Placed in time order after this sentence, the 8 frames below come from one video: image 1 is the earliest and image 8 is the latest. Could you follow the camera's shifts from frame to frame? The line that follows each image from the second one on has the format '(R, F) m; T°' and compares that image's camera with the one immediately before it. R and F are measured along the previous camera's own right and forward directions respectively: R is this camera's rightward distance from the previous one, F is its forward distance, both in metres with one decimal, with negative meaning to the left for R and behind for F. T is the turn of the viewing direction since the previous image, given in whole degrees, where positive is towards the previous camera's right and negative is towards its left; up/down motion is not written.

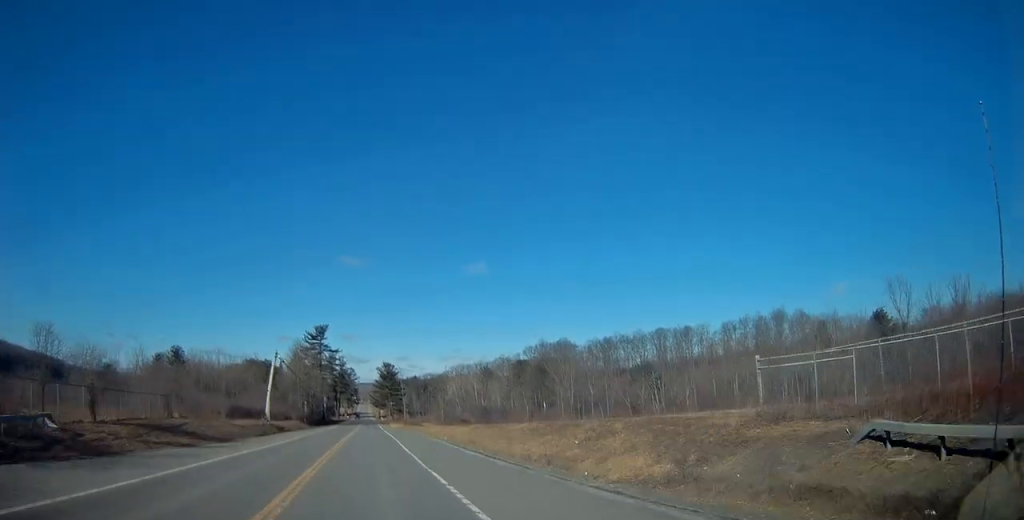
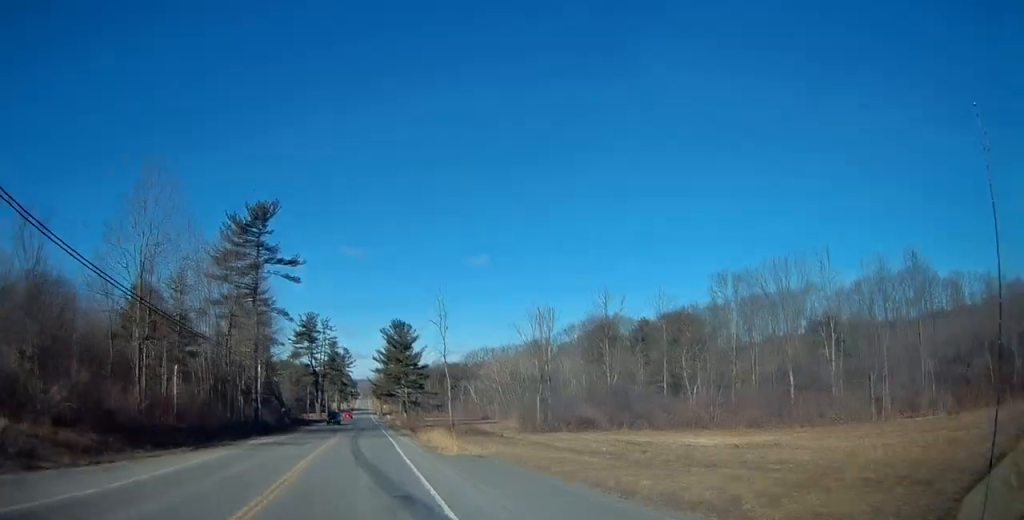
(+0.5, +71.6) m; +1°
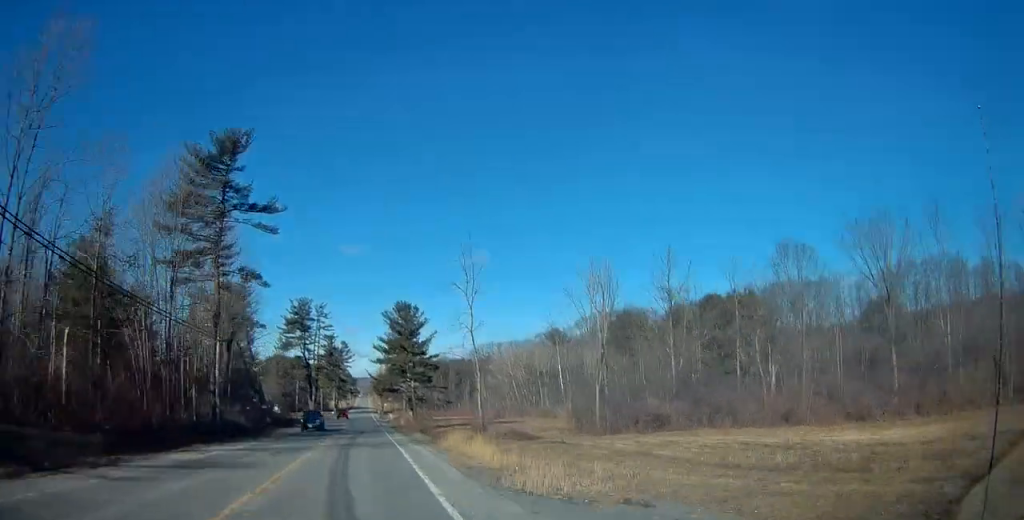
(+0.1, +14.4) m; 0°
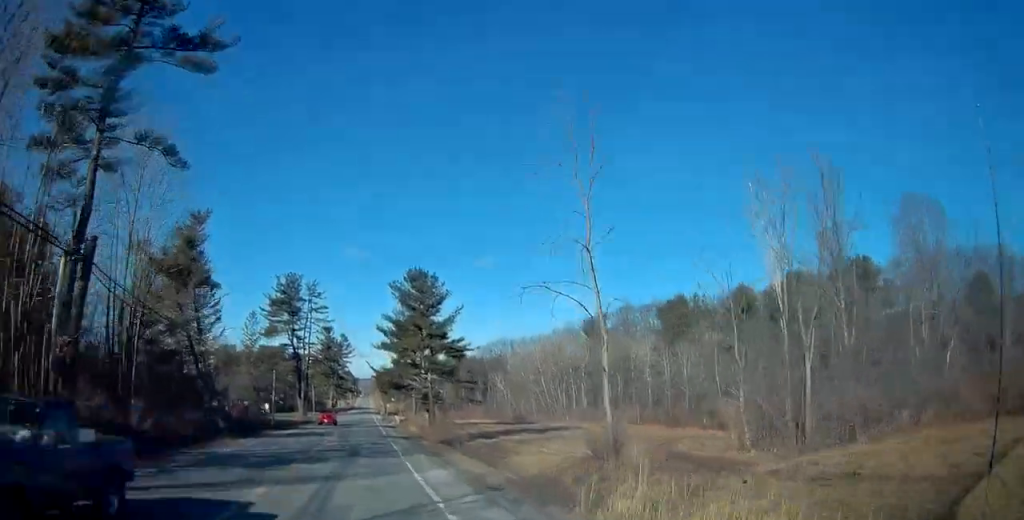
(0.0, +21.1) m; -1°
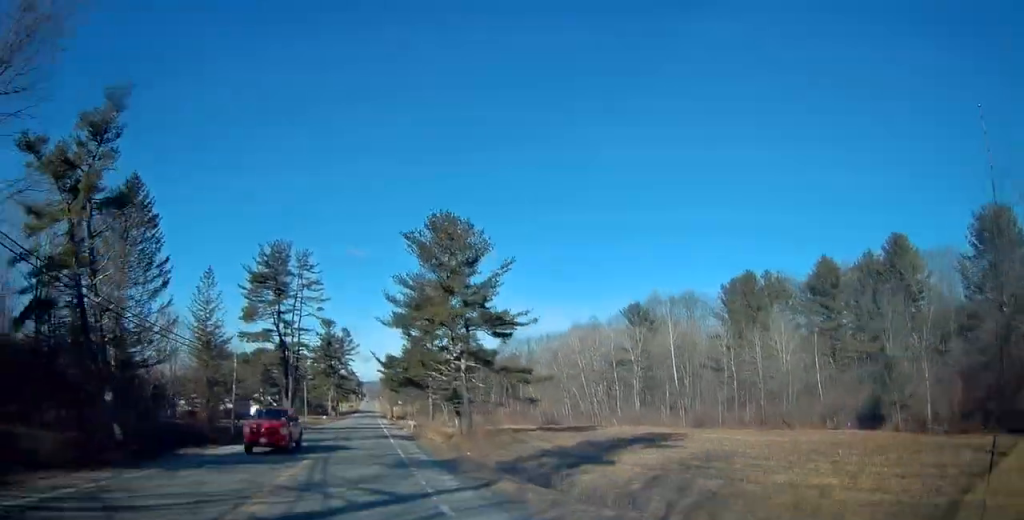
(-0.3, +19.2) m; -1°
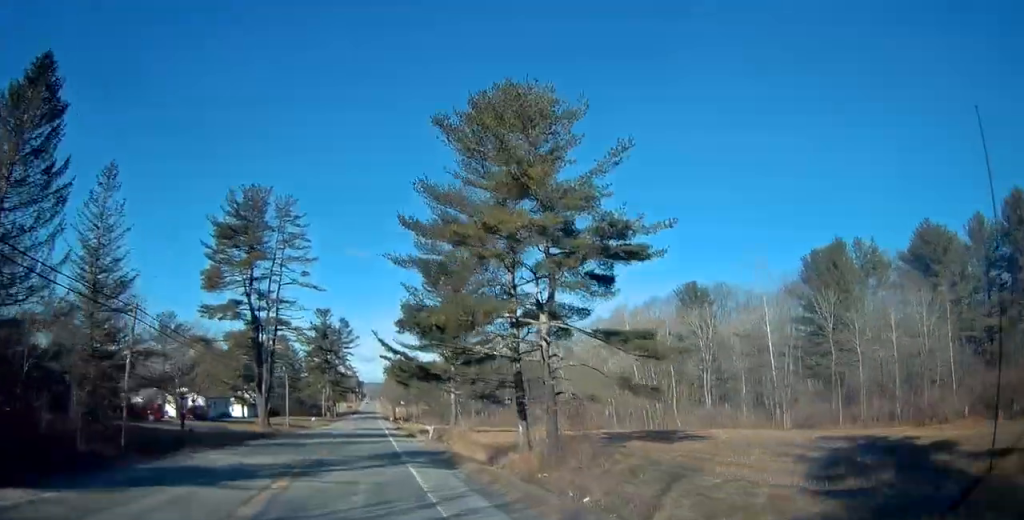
(0.0, +19.0) m; 0°
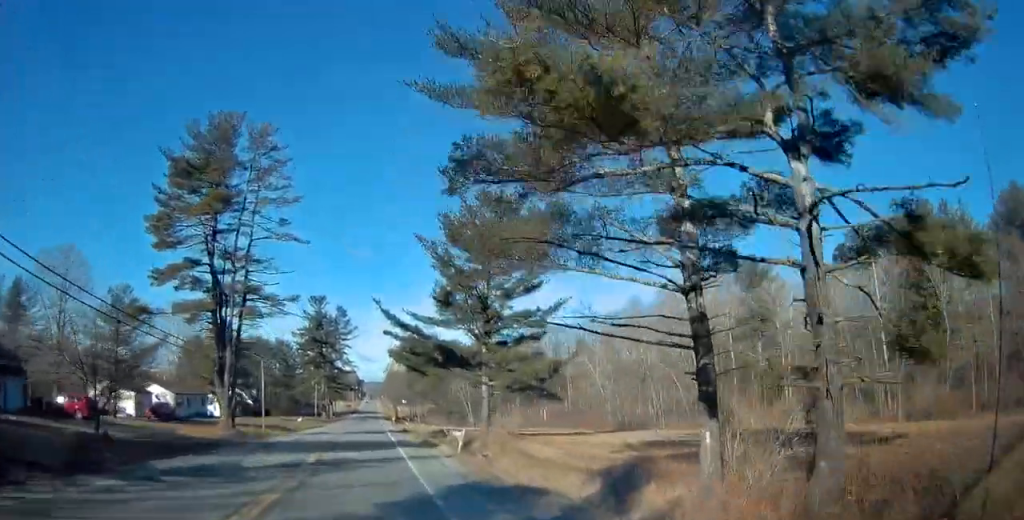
(0.0, +14.8) m; 0°
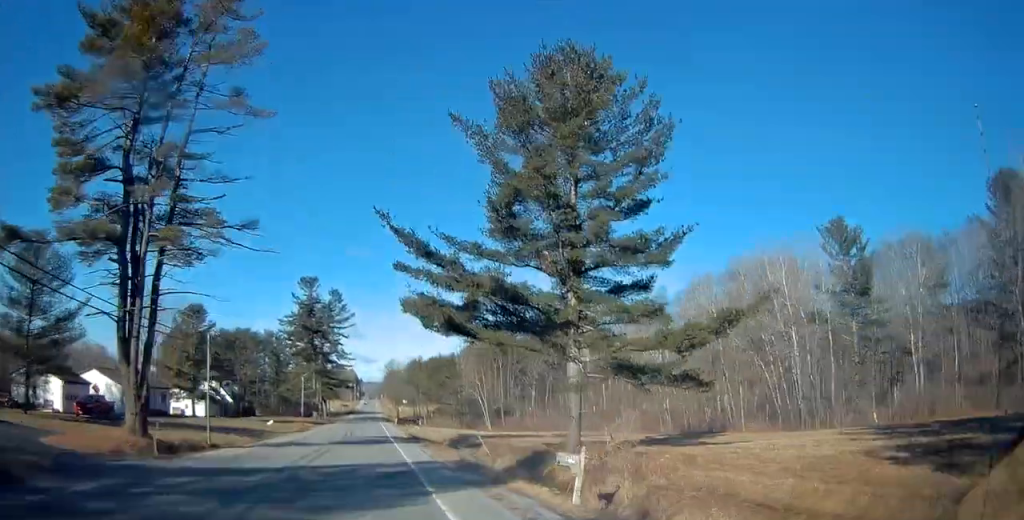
(-0.1, +17.2) m; +1°
